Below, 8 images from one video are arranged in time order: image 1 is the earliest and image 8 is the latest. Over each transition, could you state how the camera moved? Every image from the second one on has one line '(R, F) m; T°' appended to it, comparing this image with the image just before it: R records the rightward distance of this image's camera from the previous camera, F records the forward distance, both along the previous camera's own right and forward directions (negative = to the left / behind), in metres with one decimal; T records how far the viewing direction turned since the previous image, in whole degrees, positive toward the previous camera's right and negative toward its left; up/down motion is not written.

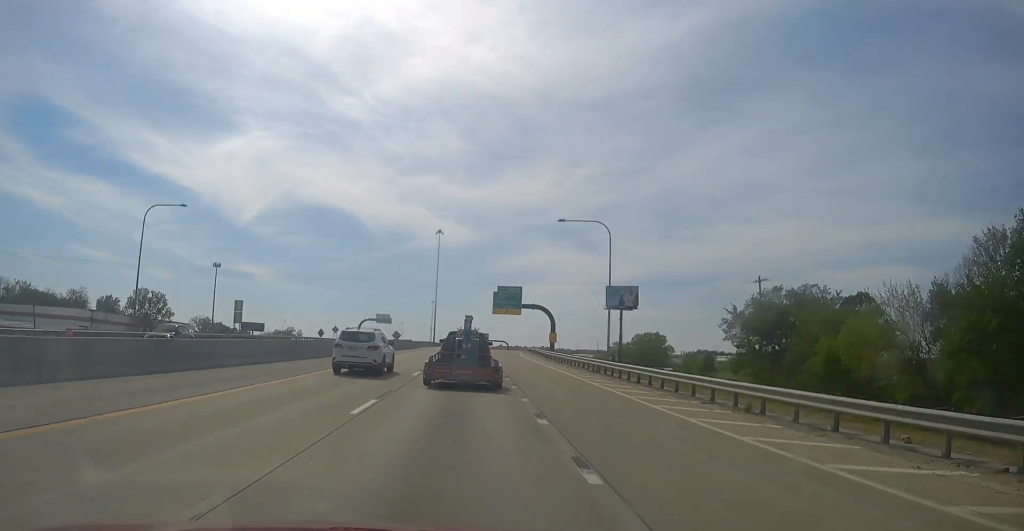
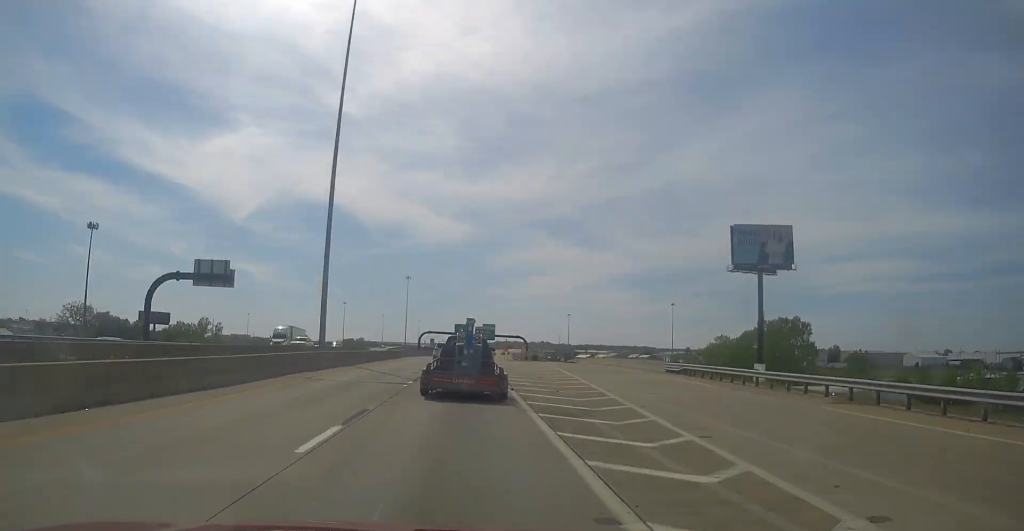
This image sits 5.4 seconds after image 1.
(+0.7, +124.9) m; 0°
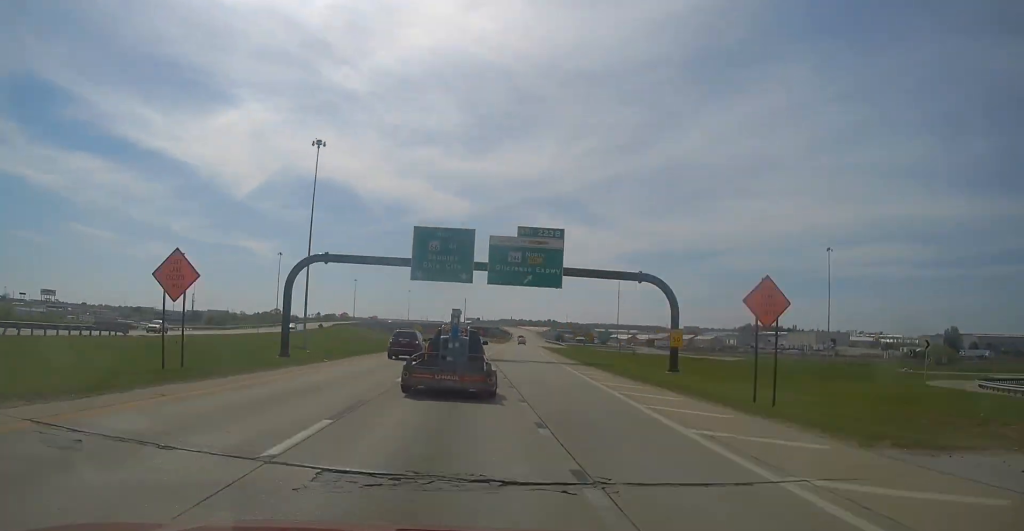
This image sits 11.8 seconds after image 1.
(-1.8, +156.6) m; -7°
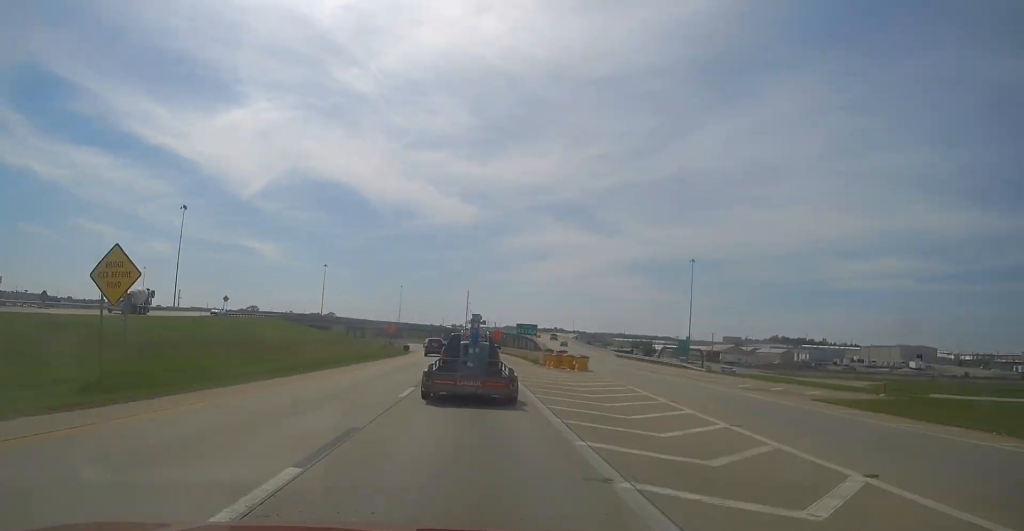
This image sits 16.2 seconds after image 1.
(+11.6, +108.0) m; -6°
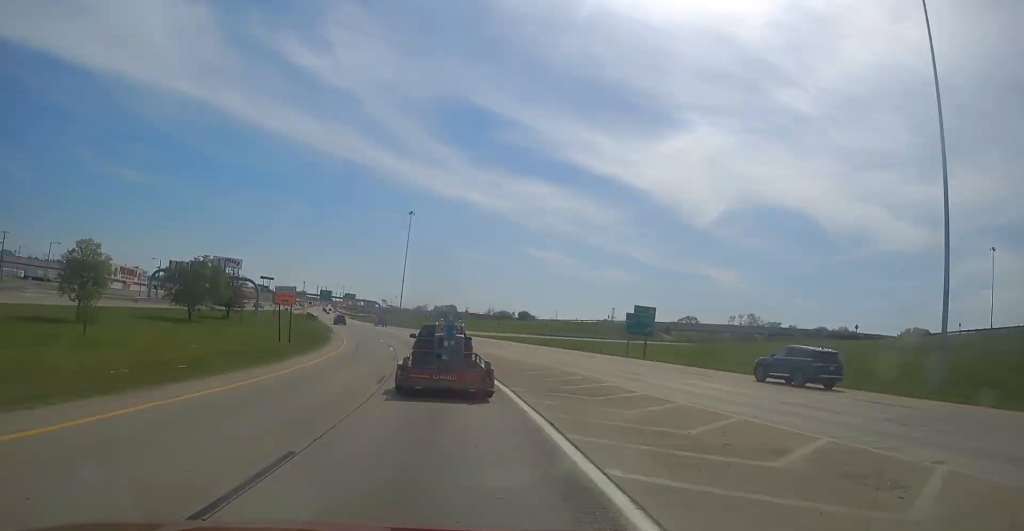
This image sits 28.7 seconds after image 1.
(-82.3, +248.6) m; -32°
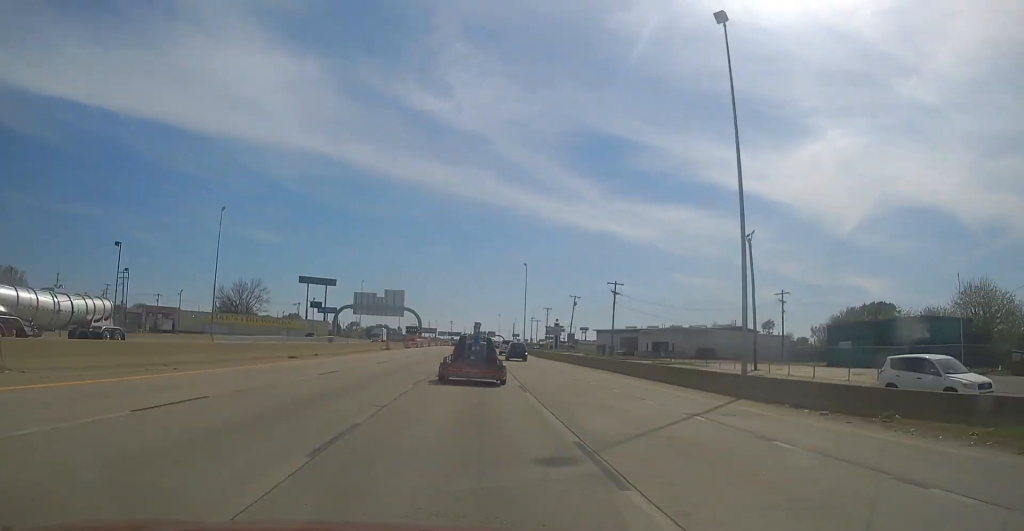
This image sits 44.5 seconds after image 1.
(-59.1, +357.7) m; -8°
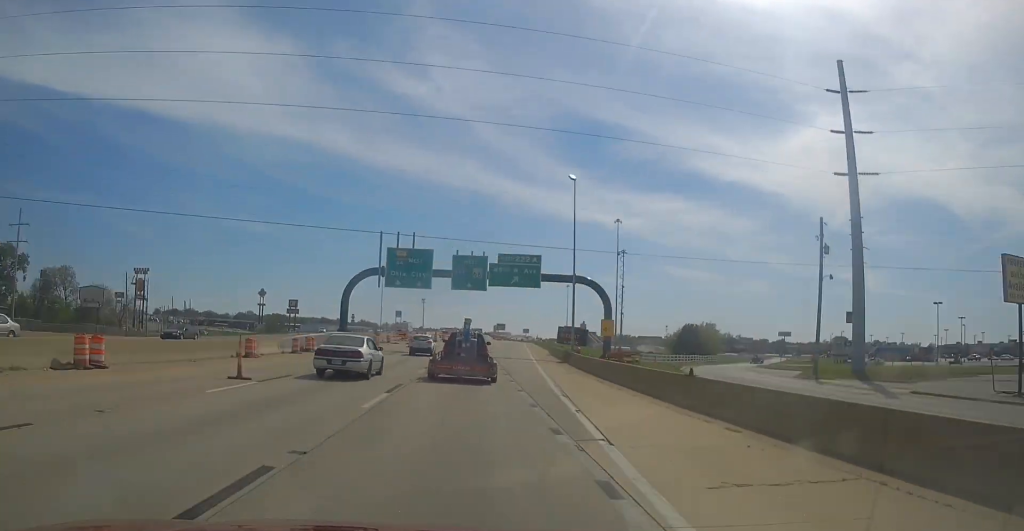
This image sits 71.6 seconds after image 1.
(+7.3, +601.6) m; +1°
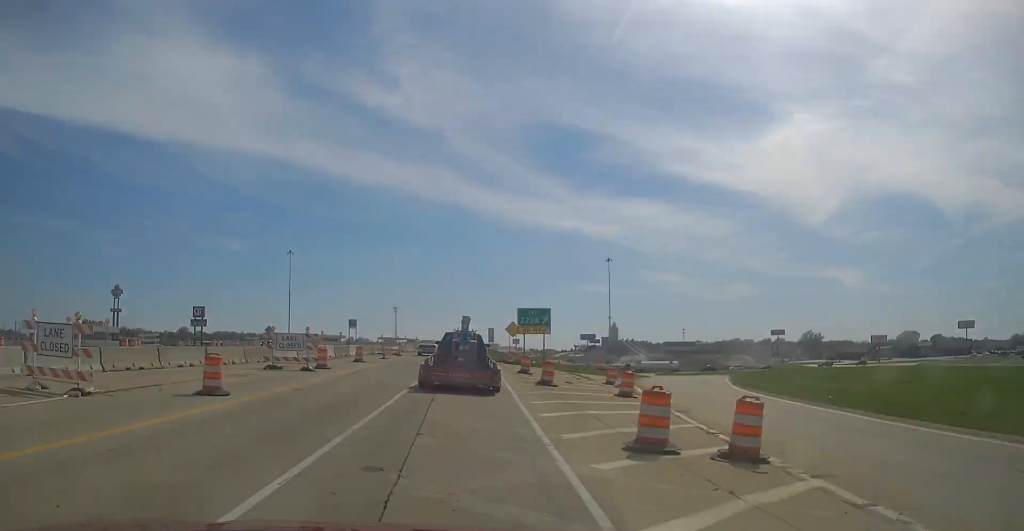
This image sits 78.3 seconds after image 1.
(+1.0, +144.1) m; 0°
